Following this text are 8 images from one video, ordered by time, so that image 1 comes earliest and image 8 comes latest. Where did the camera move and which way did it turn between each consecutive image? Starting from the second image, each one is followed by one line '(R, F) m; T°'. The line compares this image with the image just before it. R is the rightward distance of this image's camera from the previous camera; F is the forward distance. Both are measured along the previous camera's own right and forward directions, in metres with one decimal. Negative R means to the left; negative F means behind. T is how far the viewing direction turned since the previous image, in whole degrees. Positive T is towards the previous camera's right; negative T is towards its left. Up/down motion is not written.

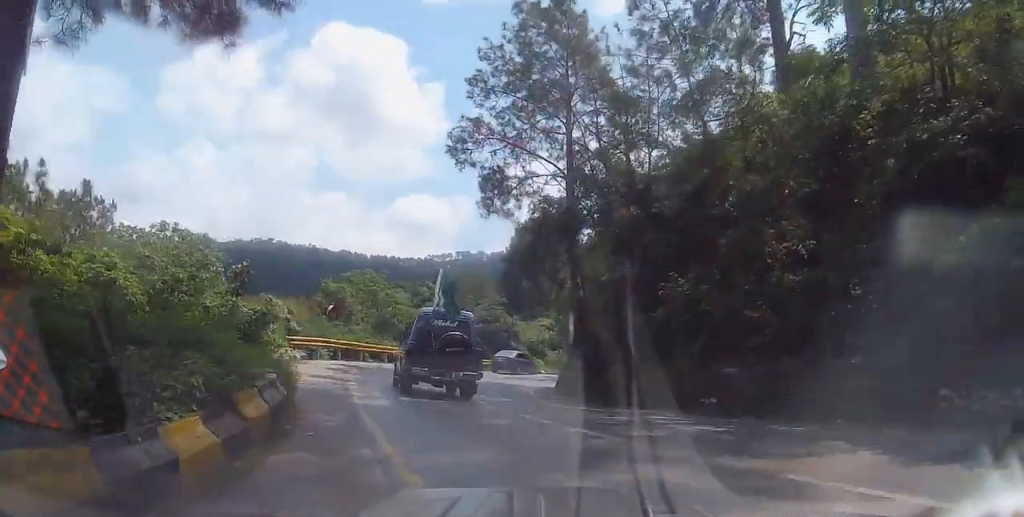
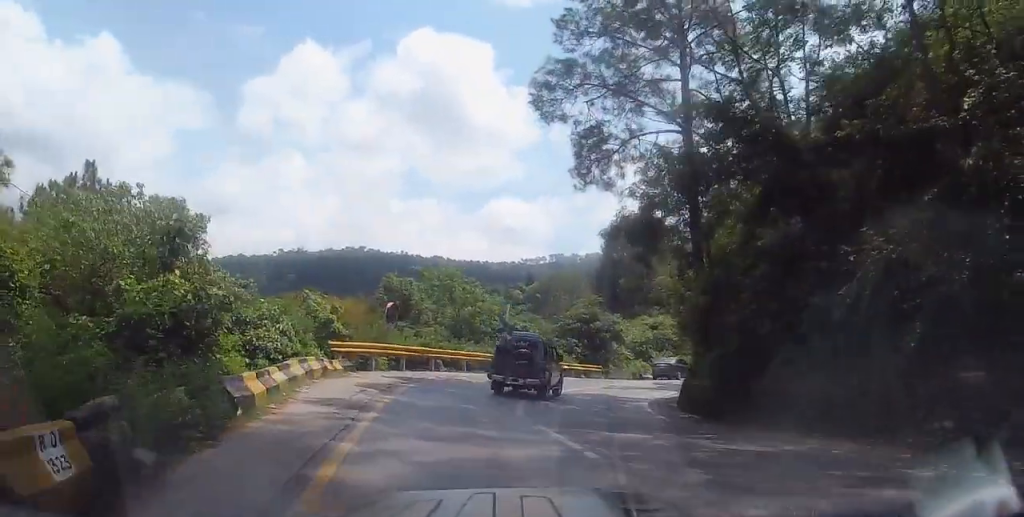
(-0.1, +6.2) m; -7°
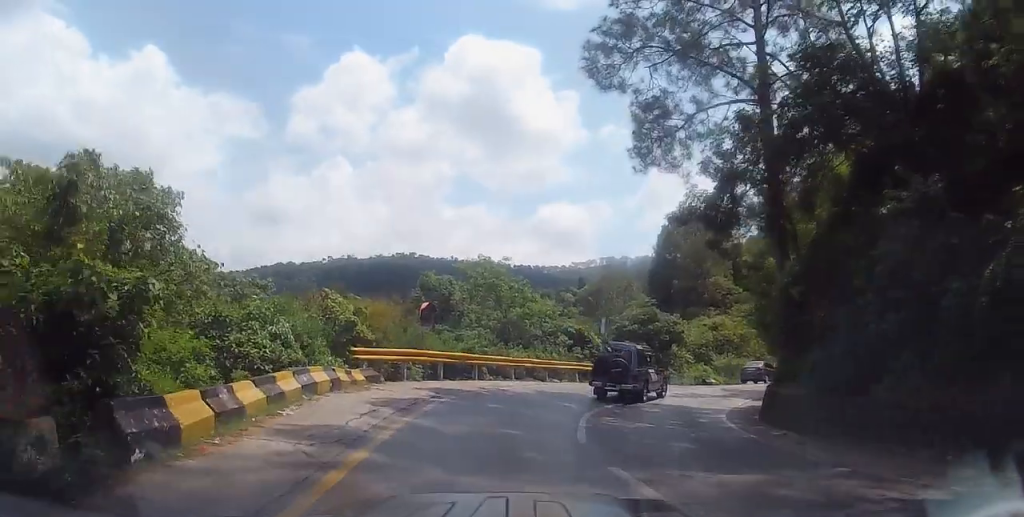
(0.0, +3.1) m; -6°
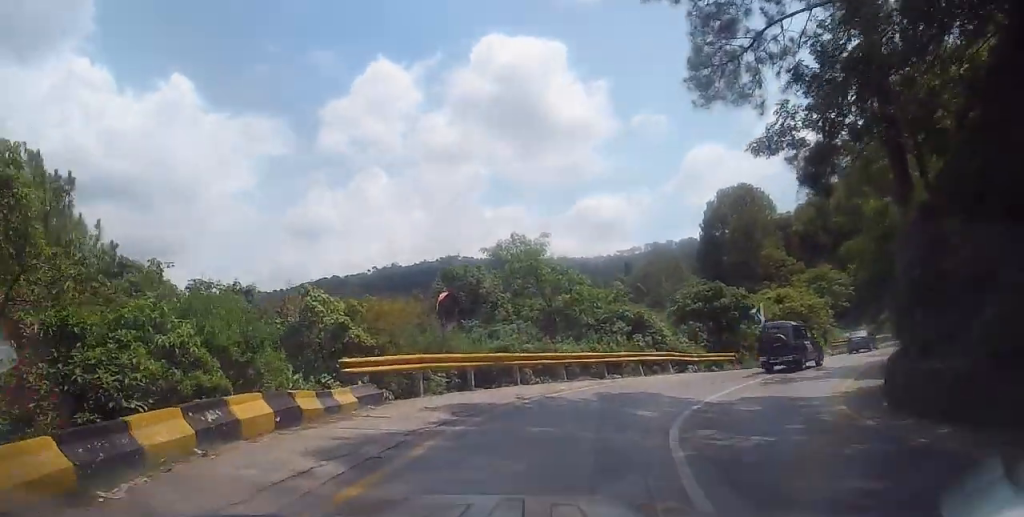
(-0.5, +4.9) m; -2°
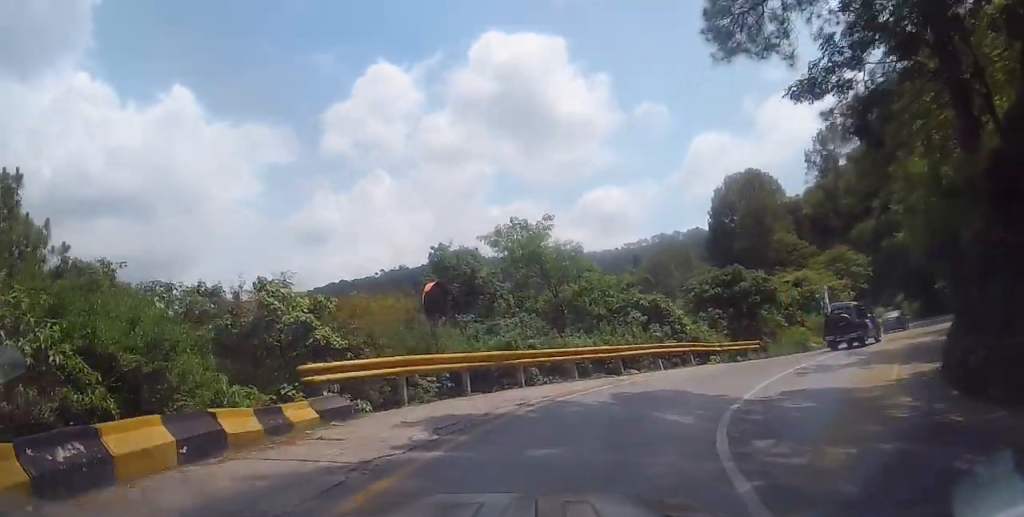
(+0.1, +2.5) m; +2°
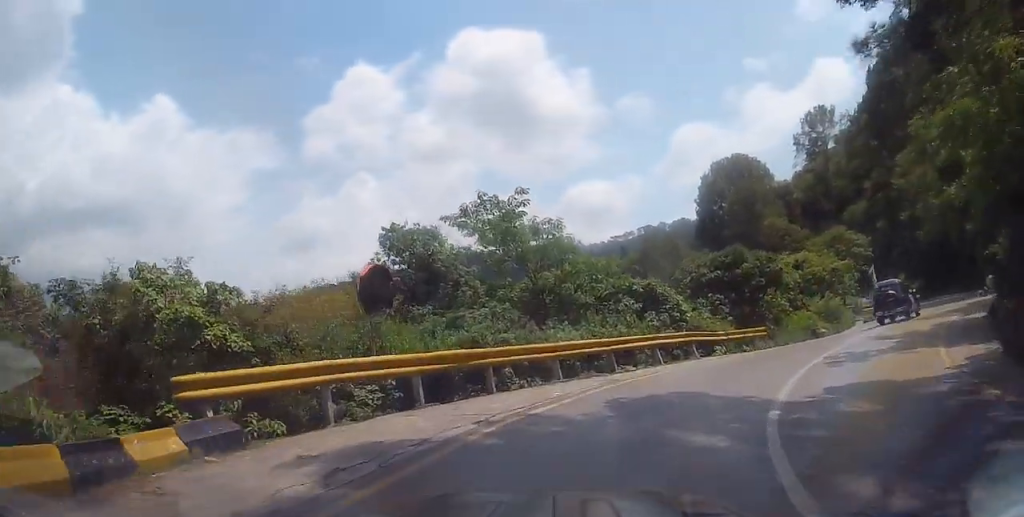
(+0.1, +3.0) m; +2°
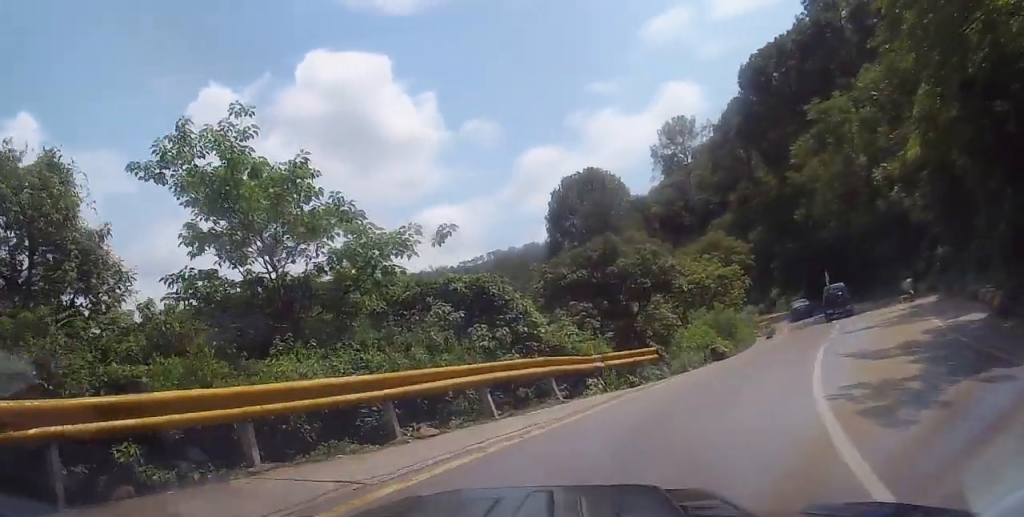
(+1.0, +8.2) m; +17°
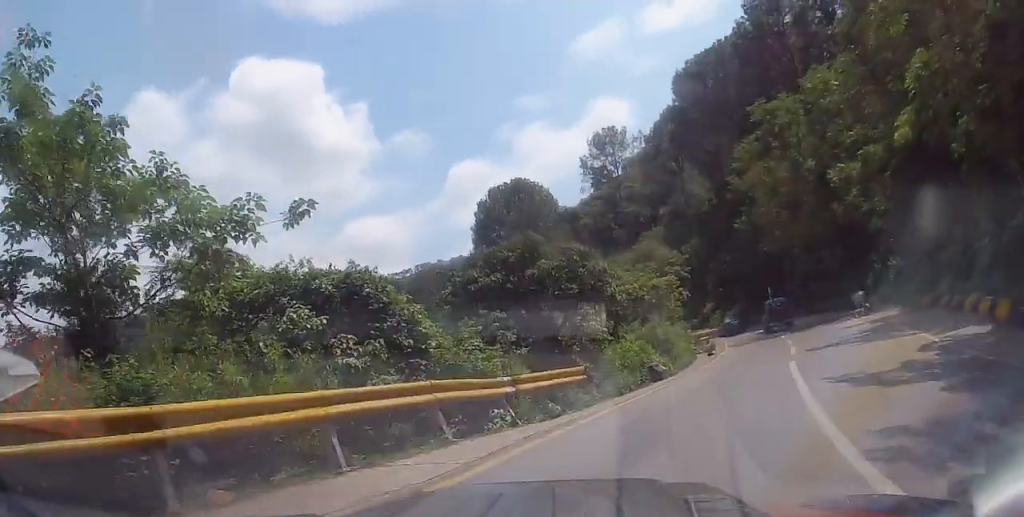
(+0.3, +3.4) m; +7°
